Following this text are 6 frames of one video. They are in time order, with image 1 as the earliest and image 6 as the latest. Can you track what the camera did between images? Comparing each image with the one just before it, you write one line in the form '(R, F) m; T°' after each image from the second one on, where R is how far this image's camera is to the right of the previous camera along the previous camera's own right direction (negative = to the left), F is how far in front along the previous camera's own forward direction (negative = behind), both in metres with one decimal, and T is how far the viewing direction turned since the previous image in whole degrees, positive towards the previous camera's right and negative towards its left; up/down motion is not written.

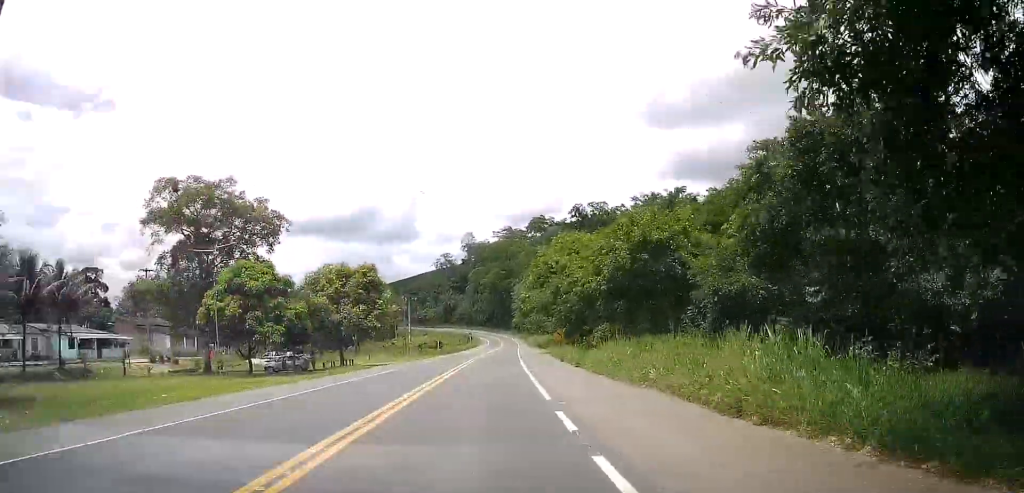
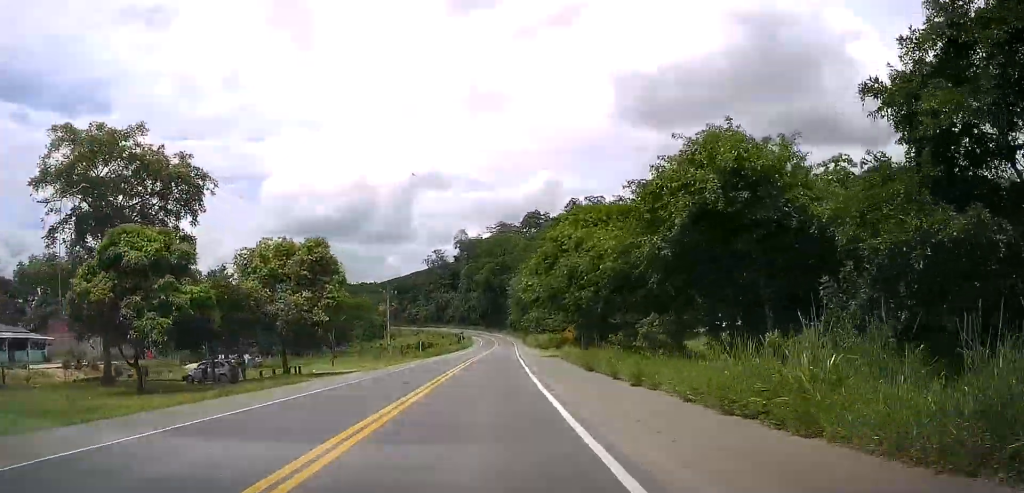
(-0.1, +13.2) m; +1°
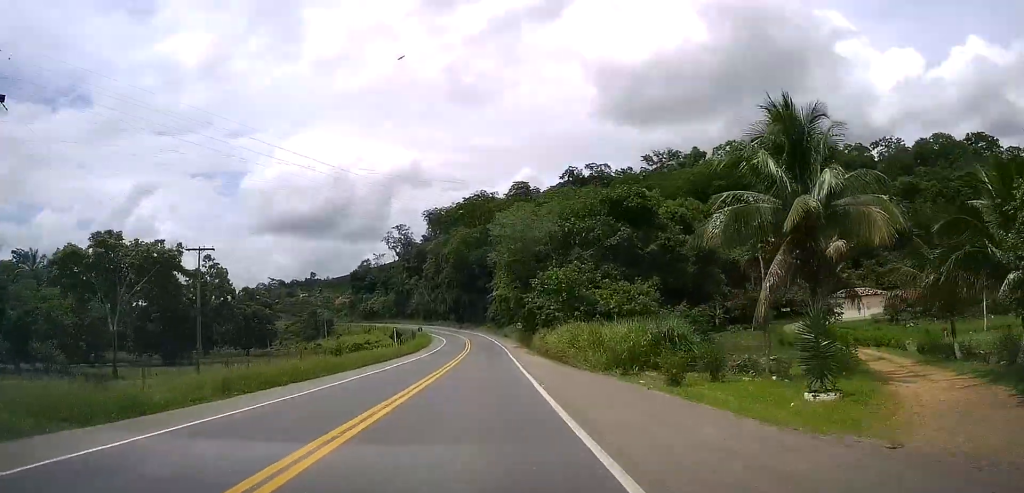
(+2.5, +63.3) m; +2°
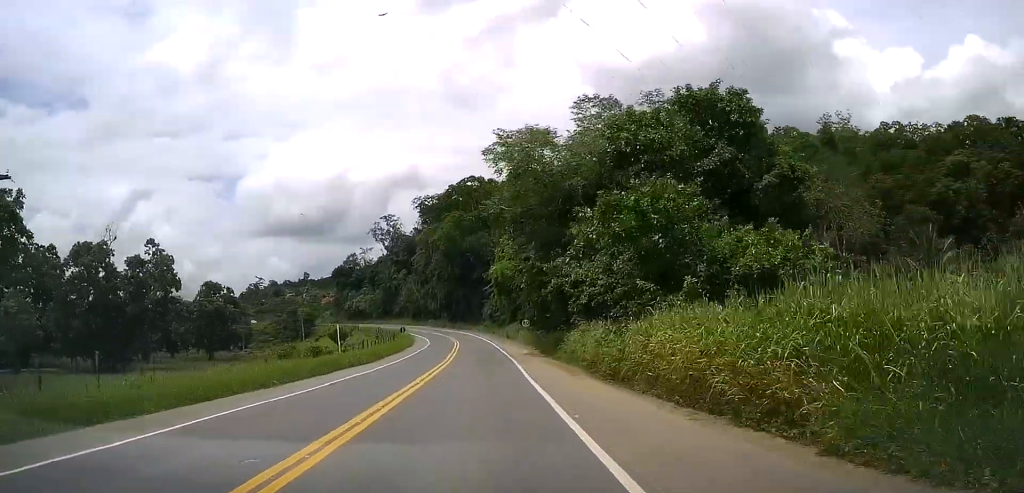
(-0.2, +21.7) m; 0°
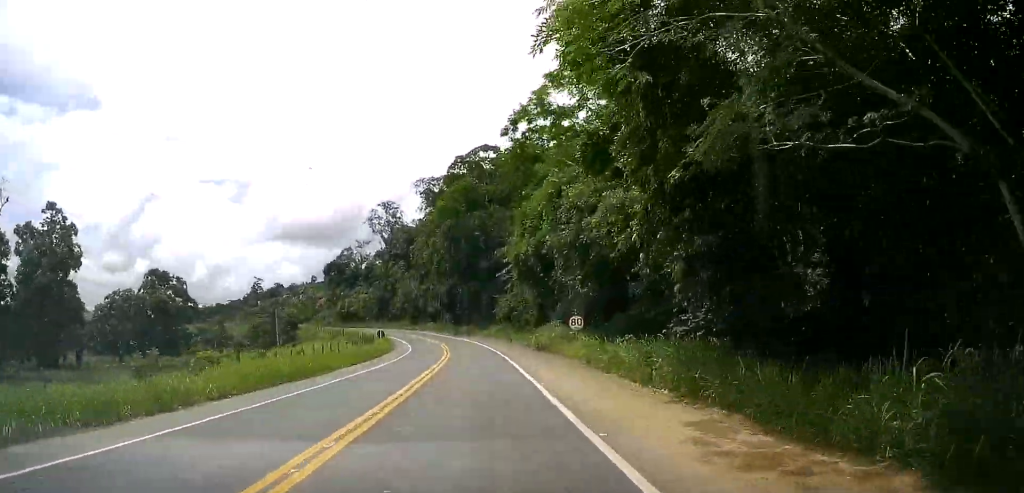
(+0.5, +31.6) m; +1°
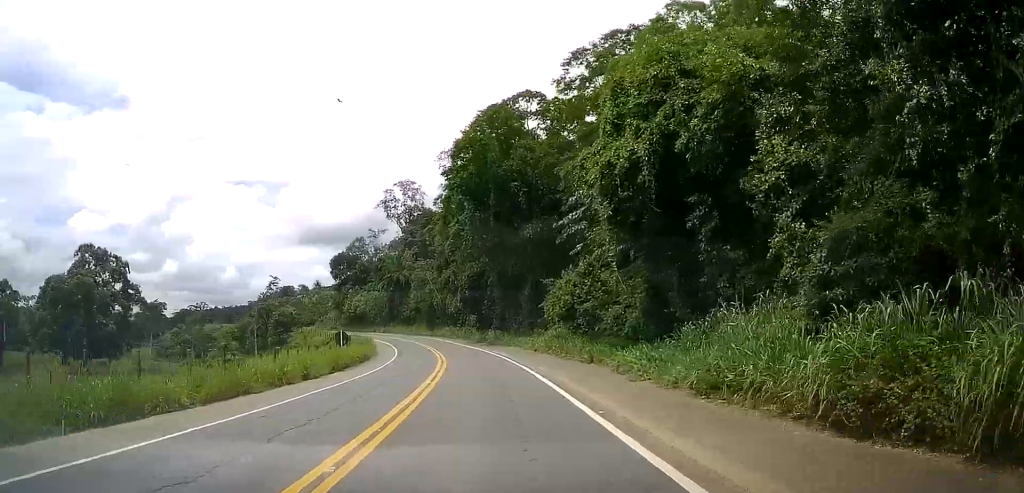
(-0.2, +32.6) m; -2°
